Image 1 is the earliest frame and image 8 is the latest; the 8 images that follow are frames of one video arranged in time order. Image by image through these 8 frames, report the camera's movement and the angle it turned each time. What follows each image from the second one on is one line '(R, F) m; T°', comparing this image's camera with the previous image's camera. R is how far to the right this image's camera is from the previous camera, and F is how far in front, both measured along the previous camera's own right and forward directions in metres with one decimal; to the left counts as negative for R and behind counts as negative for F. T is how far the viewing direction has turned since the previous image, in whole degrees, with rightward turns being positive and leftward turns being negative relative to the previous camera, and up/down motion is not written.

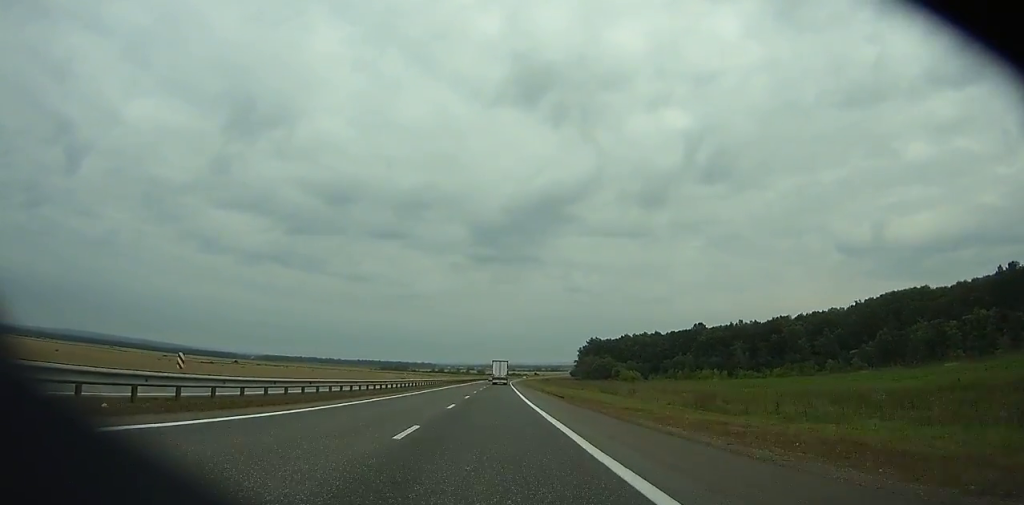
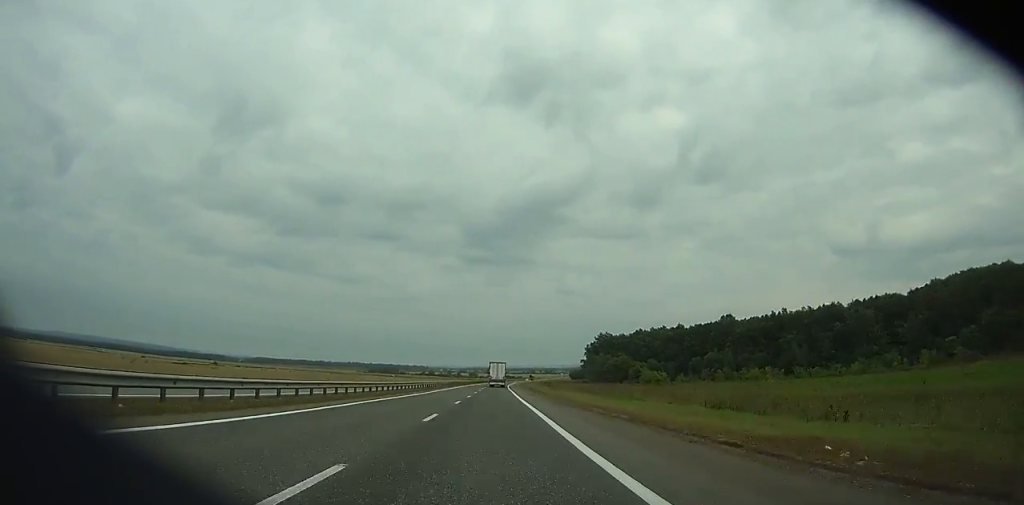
(0.0, +41.1) m; 0°
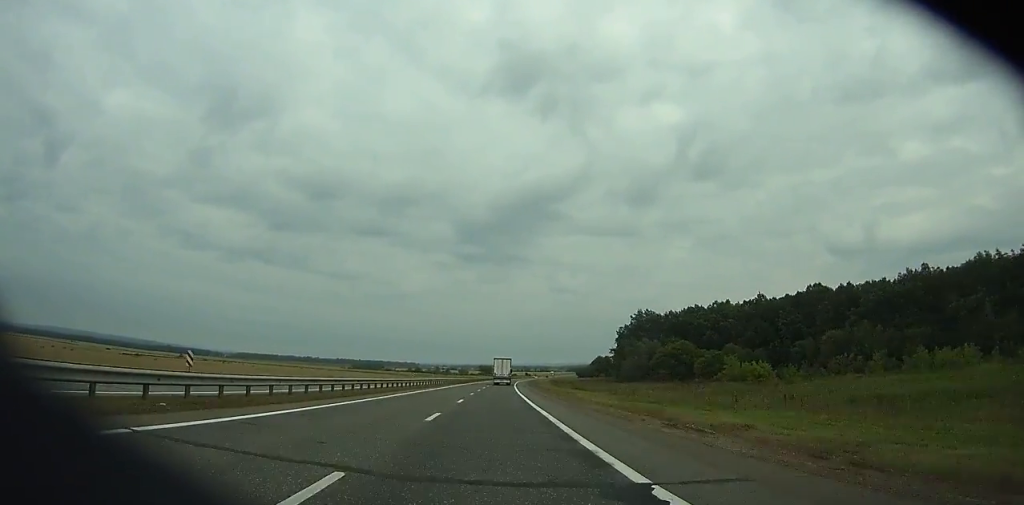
(+0.5, +71.9) m; +1°
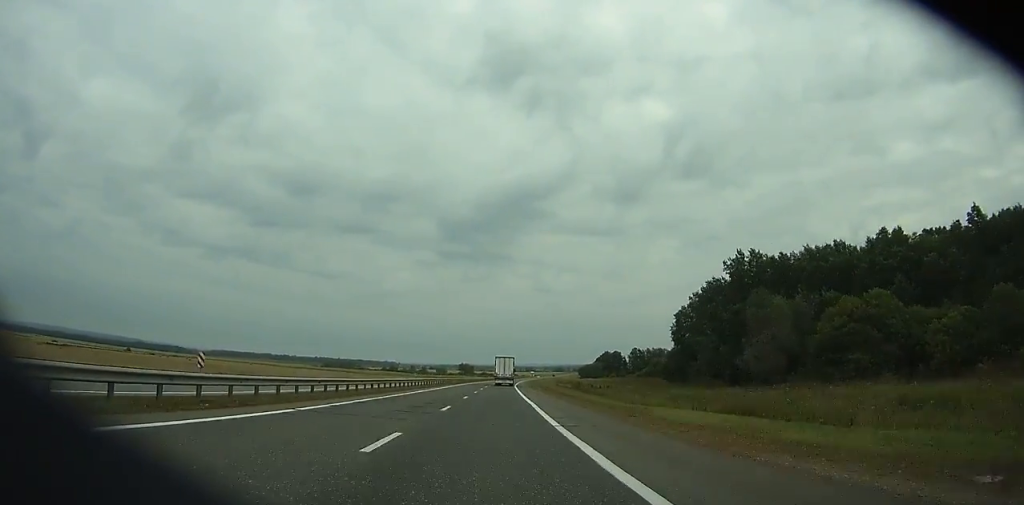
(+0.7, +78.2) m; +1°
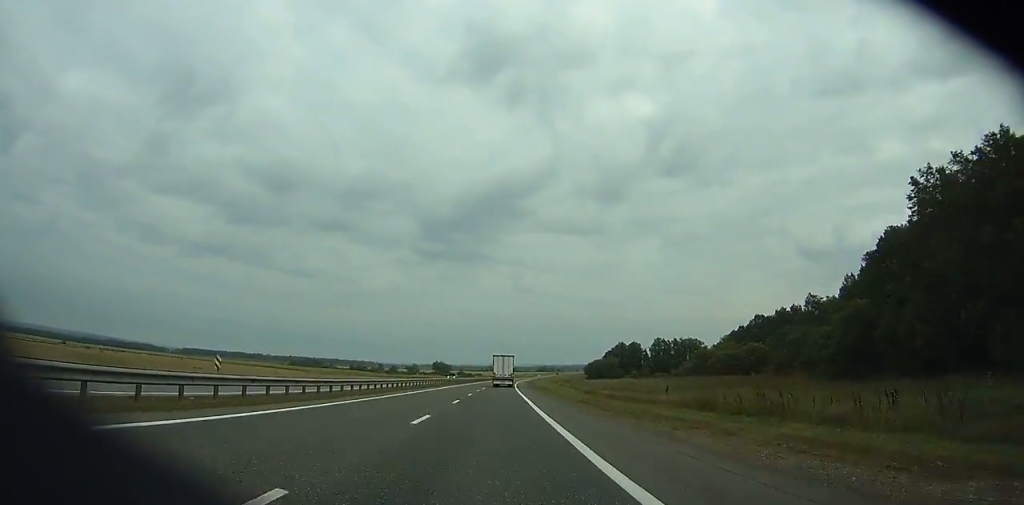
(+1.1, +78.6) m; +2°
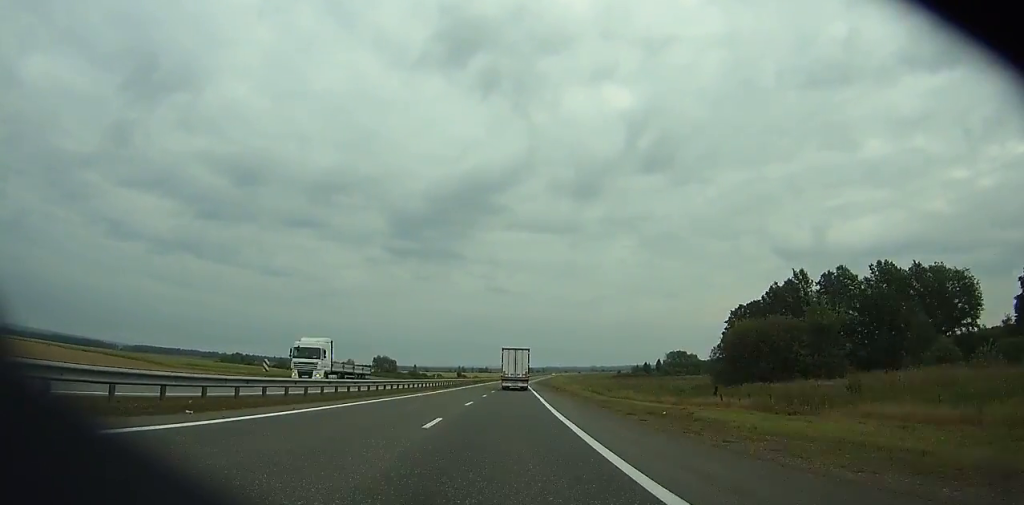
(+4.9, +155.9) m; +3°
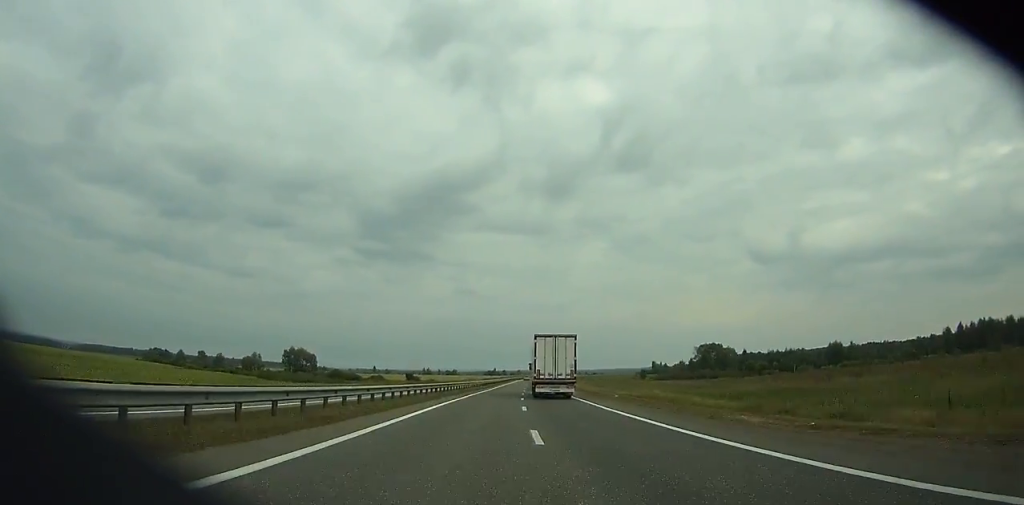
(+1.9, +121.6) m; +3°
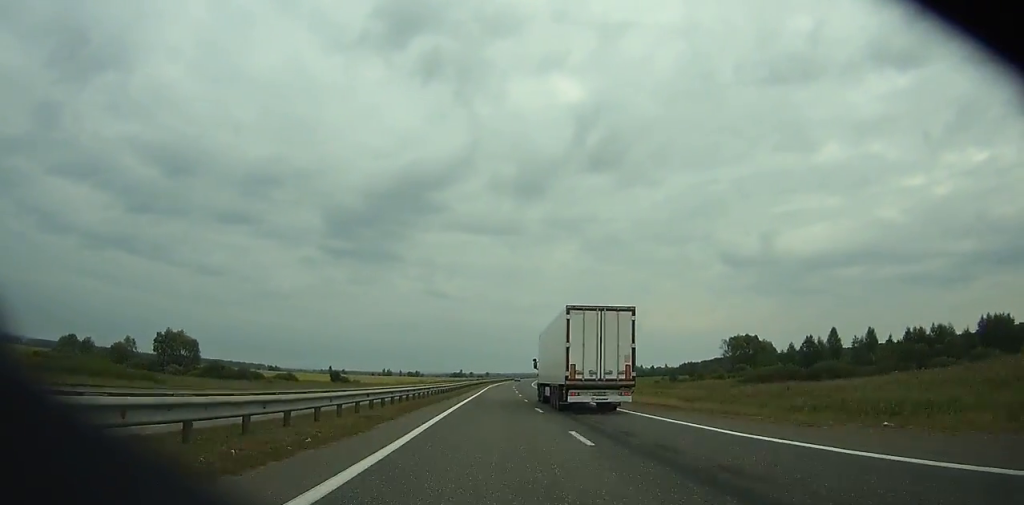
(+2.0, +83.0) m; +3°
